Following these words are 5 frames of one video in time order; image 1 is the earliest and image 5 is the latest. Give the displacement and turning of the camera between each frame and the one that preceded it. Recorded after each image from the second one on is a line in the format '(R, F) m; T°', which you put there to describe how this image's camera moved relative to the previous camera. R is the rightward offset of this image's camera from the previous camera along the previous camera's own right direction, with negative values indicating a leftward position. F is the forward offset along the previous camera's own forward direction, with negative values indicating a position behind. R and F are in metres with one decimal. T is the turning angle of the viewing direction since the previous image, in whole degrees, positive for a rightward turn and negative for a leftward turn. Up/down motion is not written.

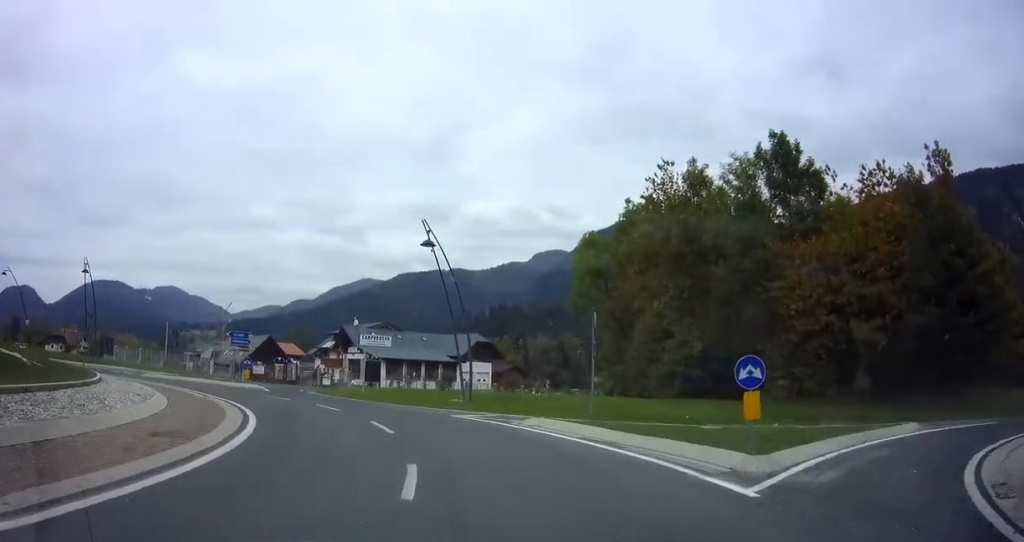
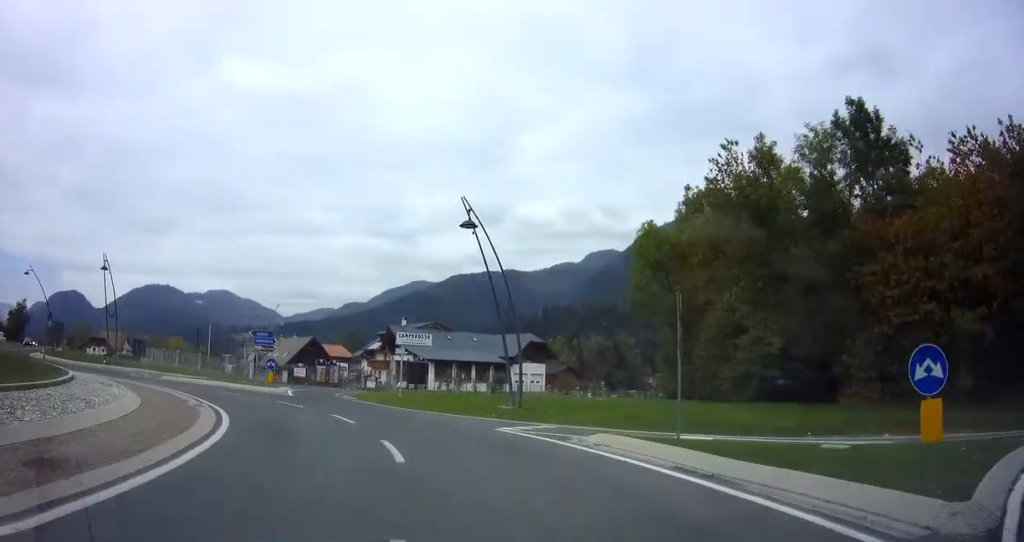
(+0.1, +3.8) m; -6°
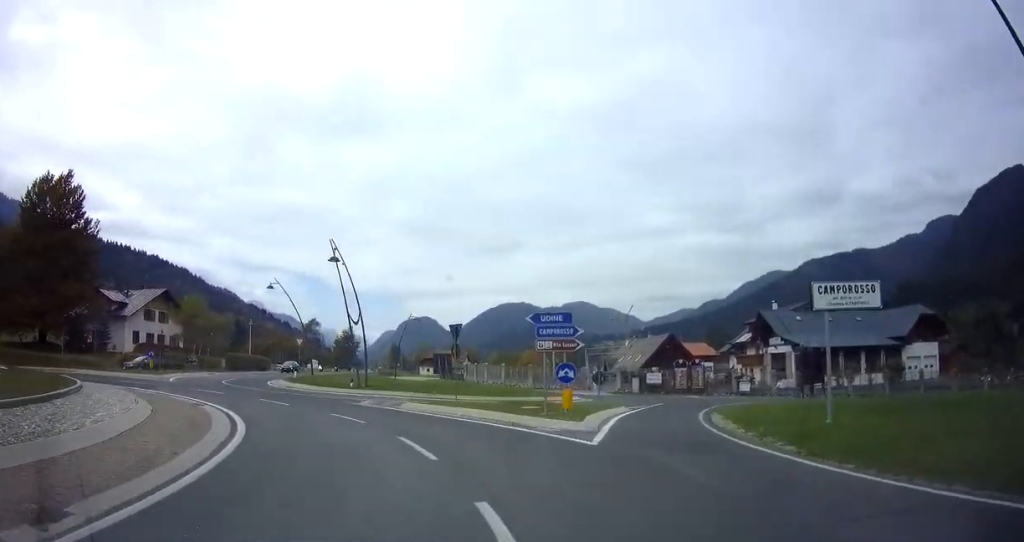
(-4.3, +14.1) m; -33°
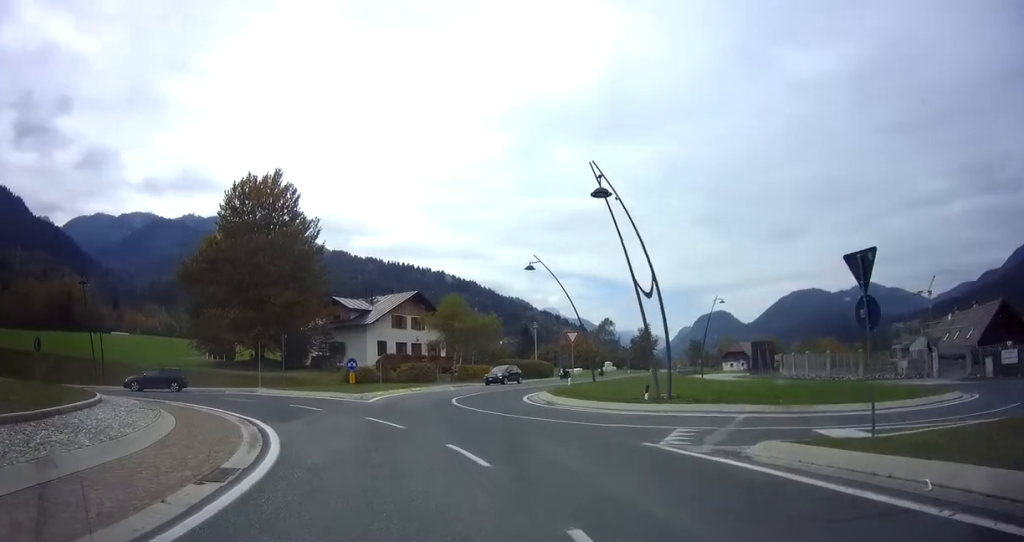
(-2.4, +11.7) m; -29°
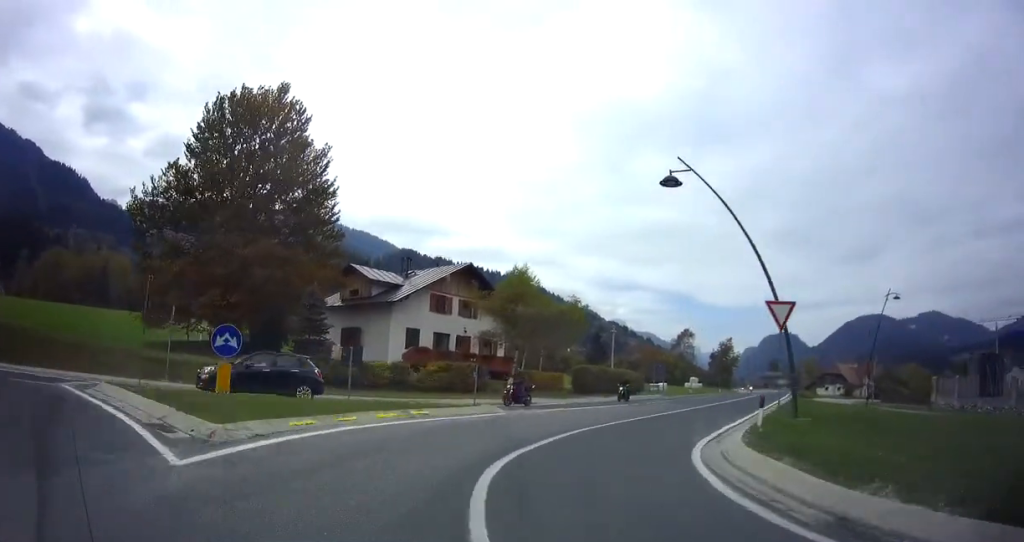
(-3.2, +16.7) m; -9°
